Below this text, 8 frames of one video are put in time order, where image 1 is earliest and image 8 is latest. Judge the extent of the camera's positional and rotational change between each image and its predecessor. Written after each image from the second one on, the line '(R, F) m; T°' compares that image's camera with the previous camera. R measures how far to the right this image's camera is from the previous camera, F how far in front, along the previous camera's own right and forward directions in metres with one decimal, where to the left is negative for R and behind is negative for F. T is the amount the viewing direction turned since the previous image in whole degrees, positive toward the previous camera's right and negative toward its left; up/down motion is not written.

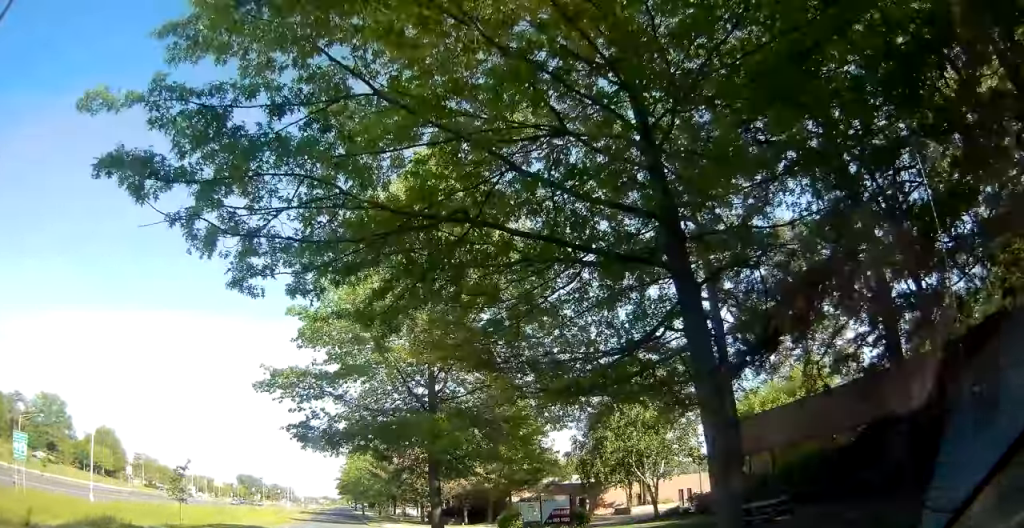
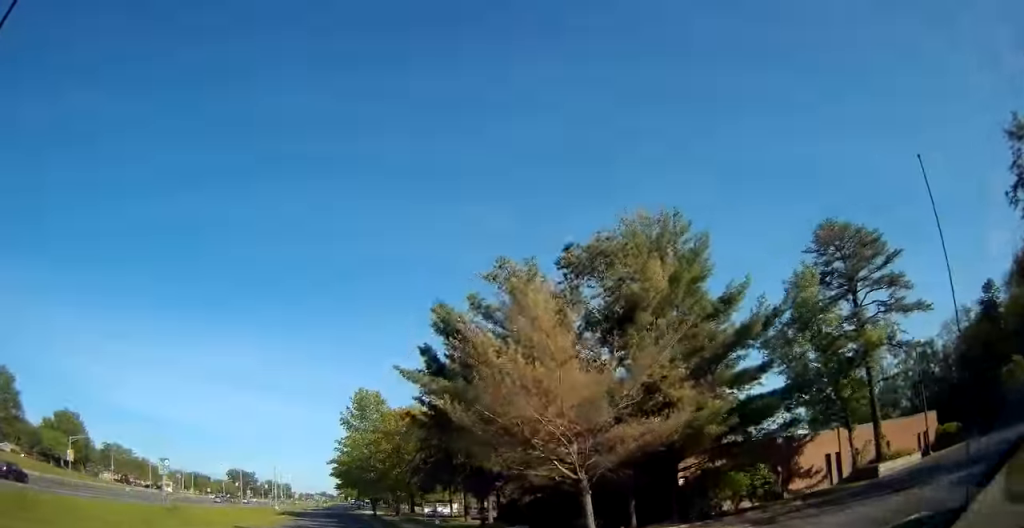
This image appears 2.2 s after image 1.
(-0.6, +31.7) m; -1°
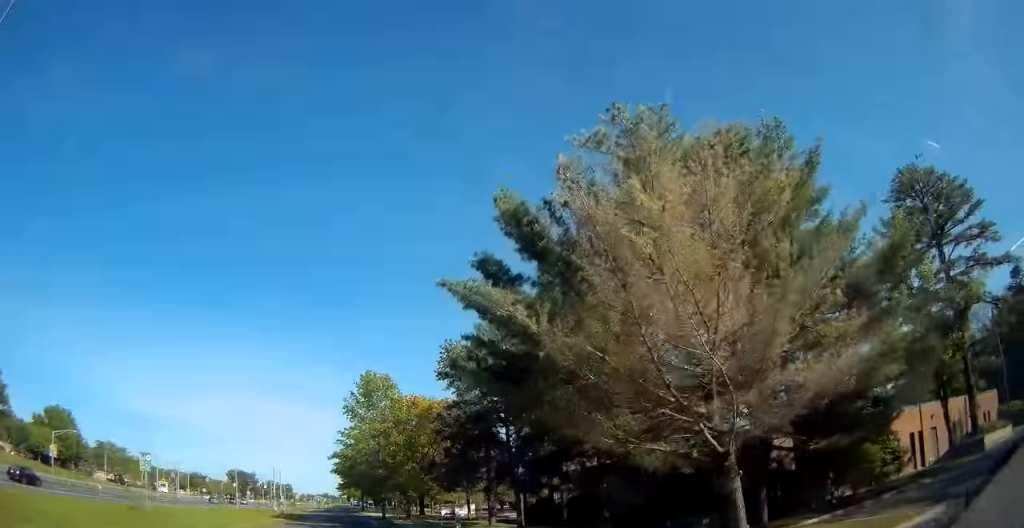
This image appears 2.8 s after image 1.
(-0.1, +8.1) m; +1°
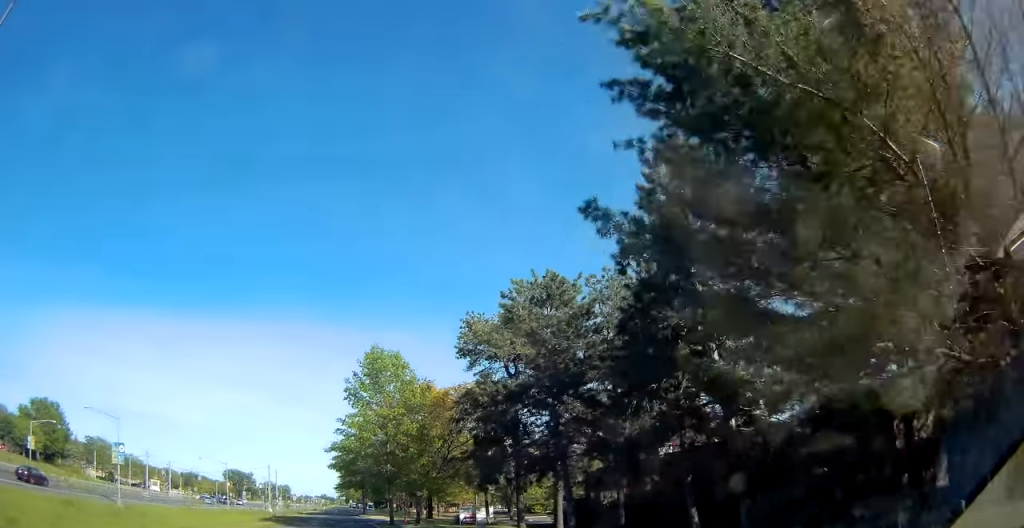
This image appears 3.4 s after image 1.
(+0.1, +8.0) m; +1°
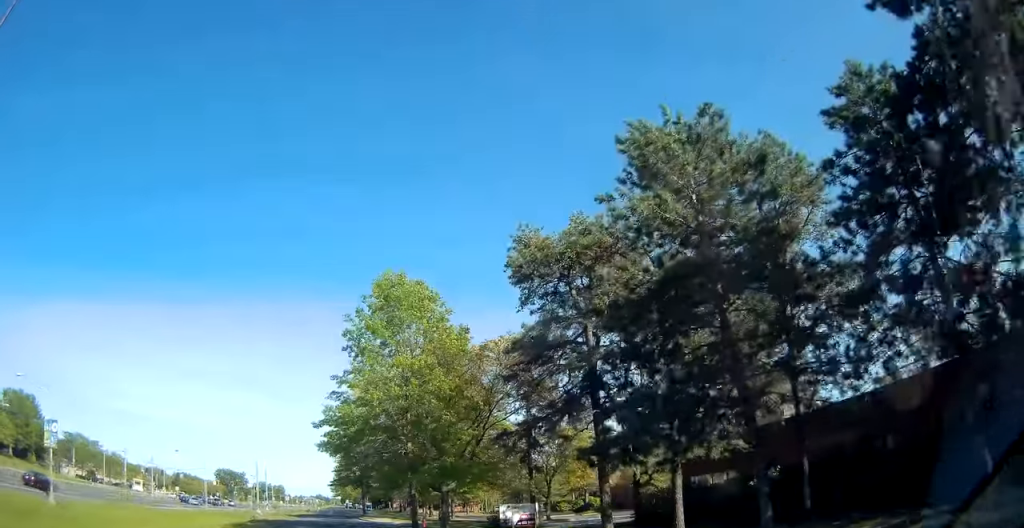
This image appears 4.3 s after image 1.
(+0.3, +13.7) m; +2°
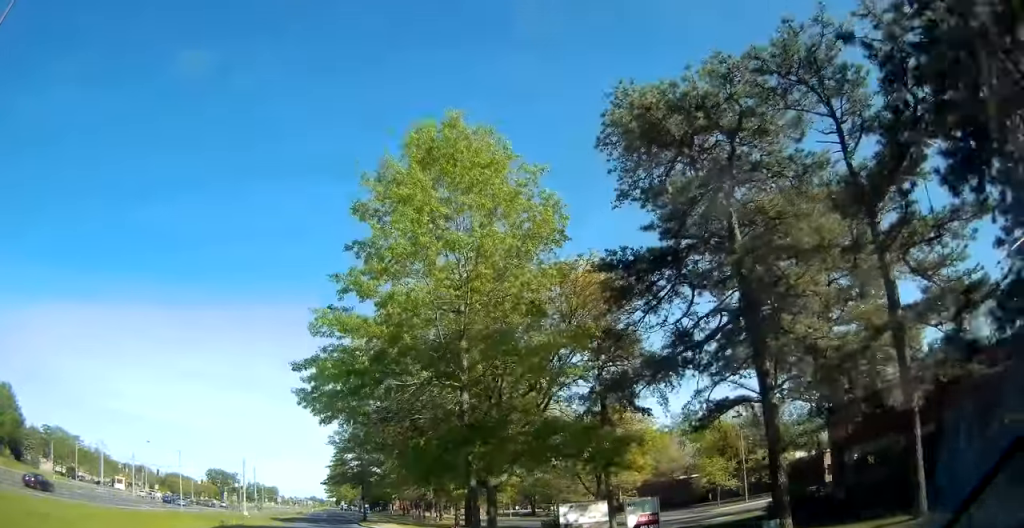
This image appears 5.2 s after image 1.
(+0.1, +12.4) m; 0°
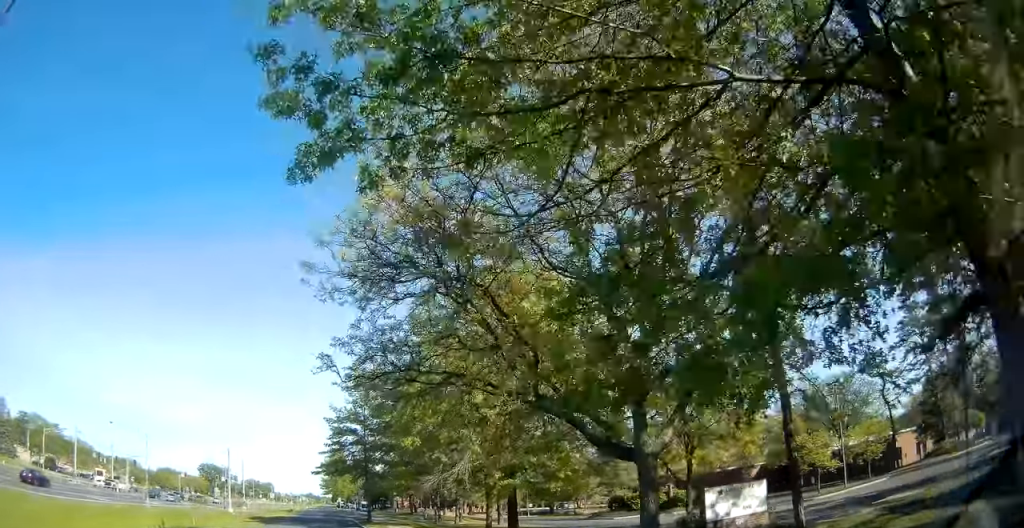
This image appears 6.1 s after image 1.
(-0.1, +13.5) m; 0°
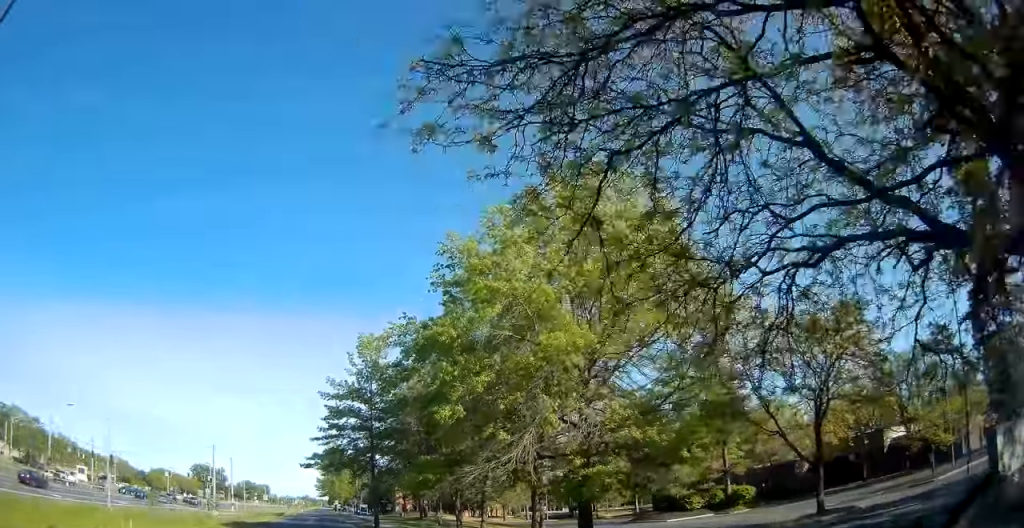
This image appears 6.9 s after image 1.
(0.0, +11.4) m; -1°
